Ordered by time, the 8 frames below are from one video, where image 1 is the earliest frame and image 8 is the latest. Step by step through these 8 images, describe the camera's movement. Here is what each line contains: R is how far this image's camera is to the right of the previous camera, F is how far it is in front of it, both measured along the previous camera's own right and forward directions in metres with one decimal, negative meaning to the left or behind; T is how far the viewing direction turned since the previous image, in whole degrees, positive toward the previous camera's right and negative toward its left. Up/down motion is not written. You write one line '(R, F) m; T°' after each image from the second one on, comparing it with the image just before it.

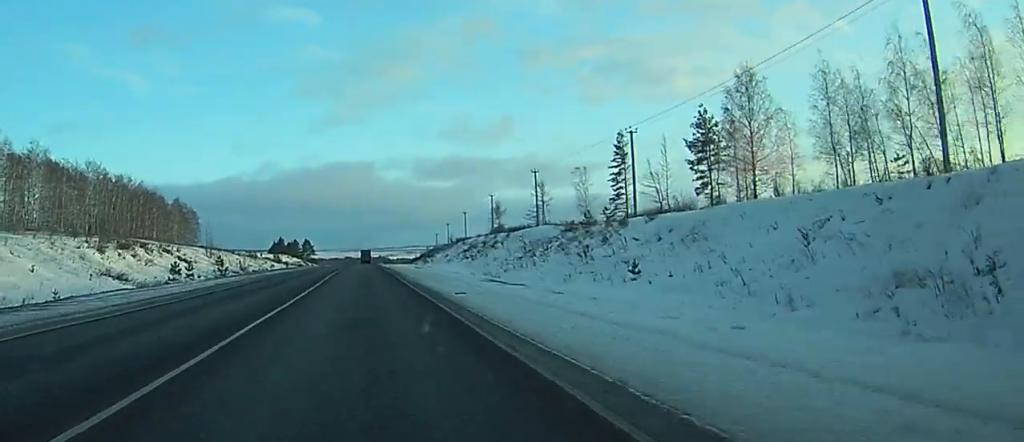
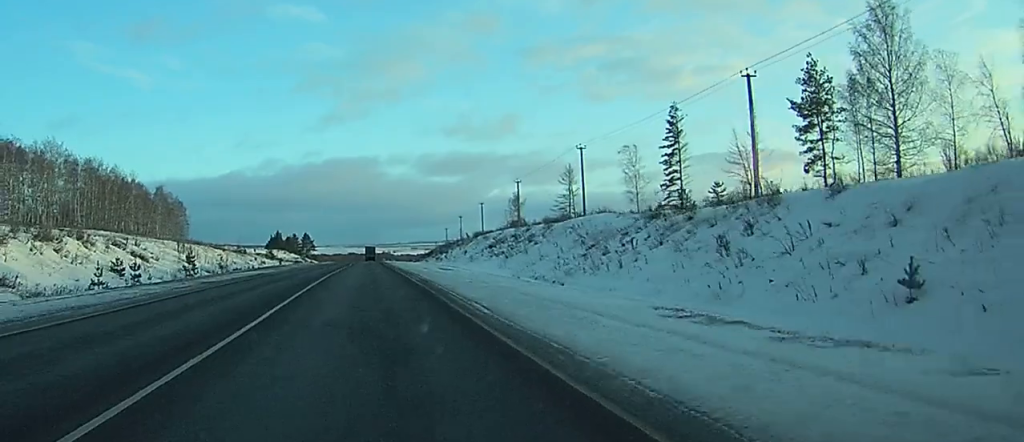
(0.0, +24.1) m; 0°
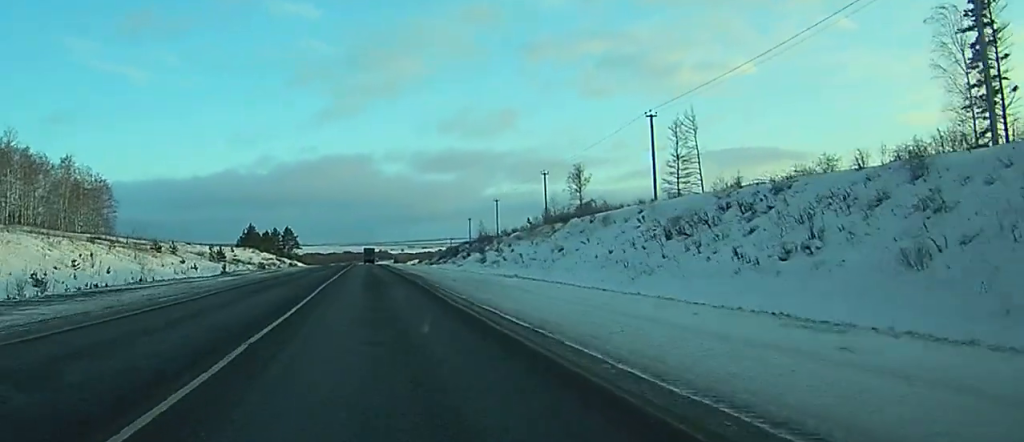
(+0.3, +67.7) m; 0°
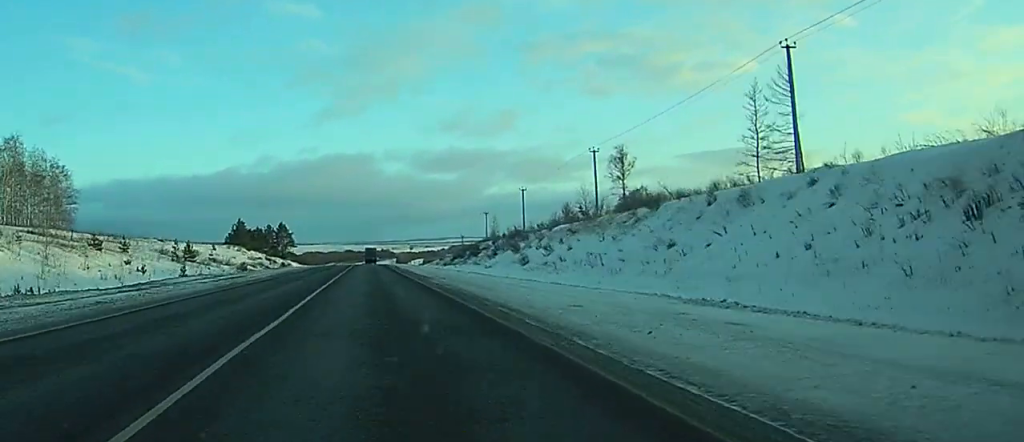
(-0.4, +25.4) m; -1°
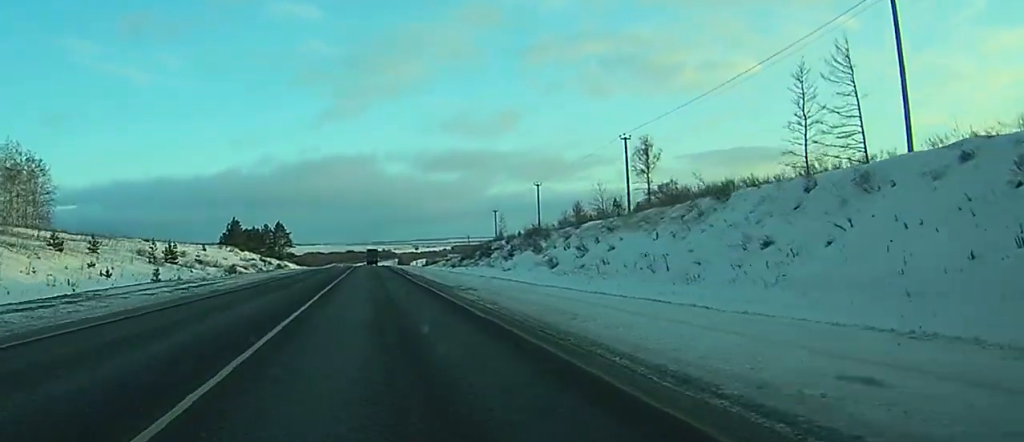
(-0.3, +11.3) m; 0°
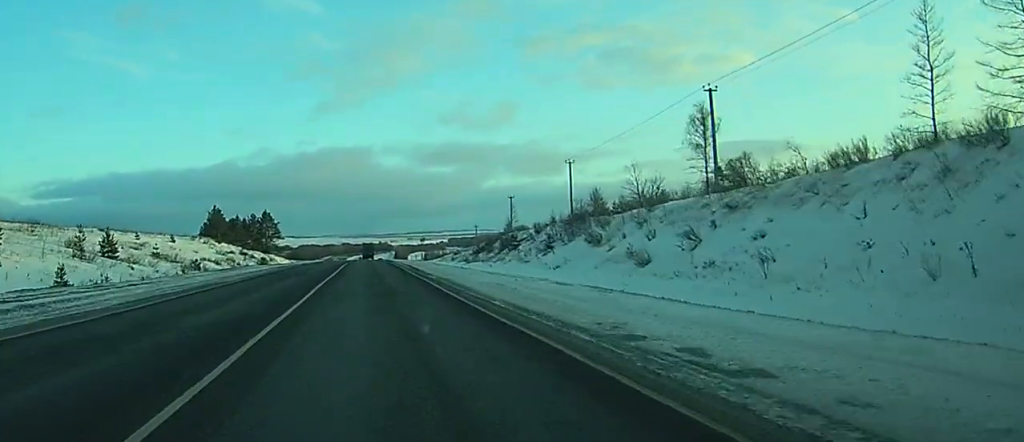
(+0.5, +22.3) m; +1°
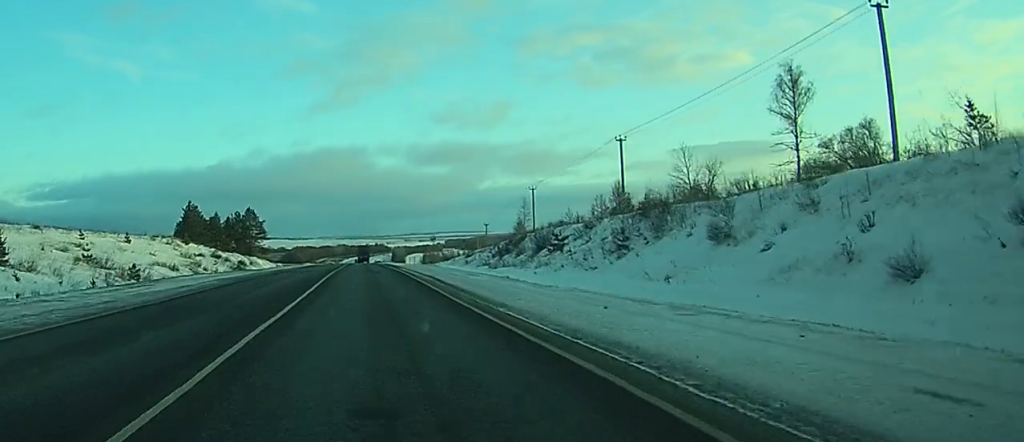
(+0.1, +23.1) m; 0°
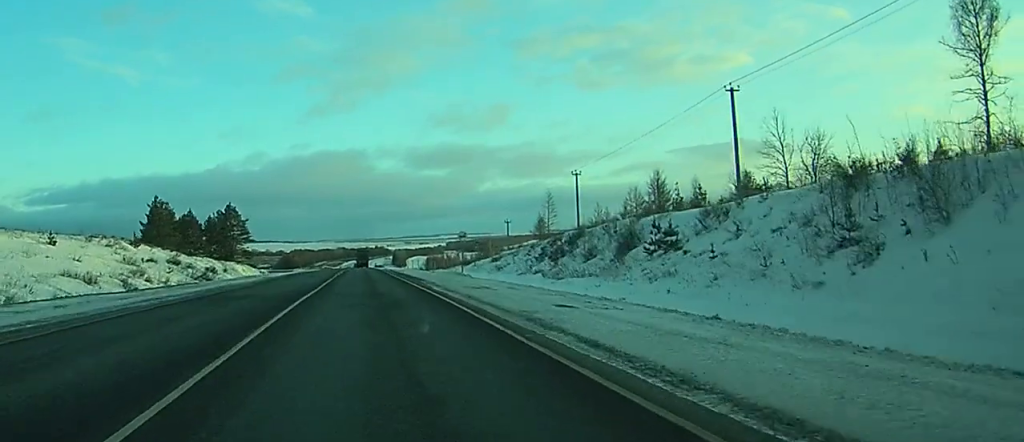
(0.0, +26.5) m; 0°
